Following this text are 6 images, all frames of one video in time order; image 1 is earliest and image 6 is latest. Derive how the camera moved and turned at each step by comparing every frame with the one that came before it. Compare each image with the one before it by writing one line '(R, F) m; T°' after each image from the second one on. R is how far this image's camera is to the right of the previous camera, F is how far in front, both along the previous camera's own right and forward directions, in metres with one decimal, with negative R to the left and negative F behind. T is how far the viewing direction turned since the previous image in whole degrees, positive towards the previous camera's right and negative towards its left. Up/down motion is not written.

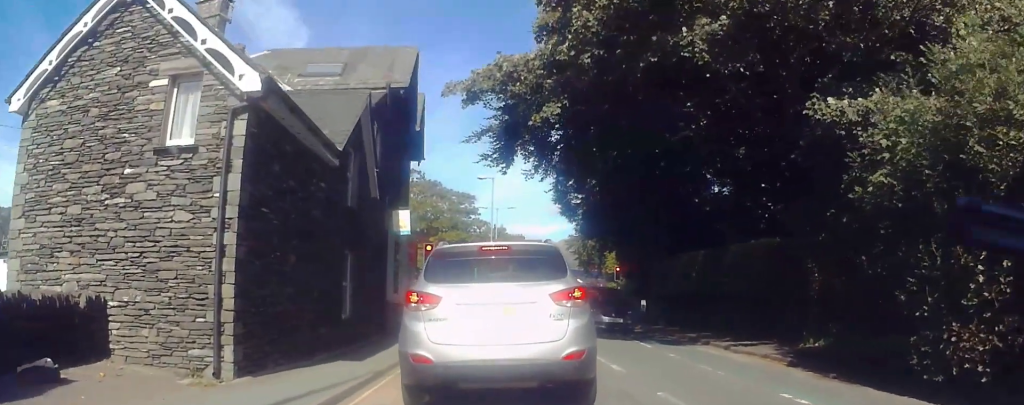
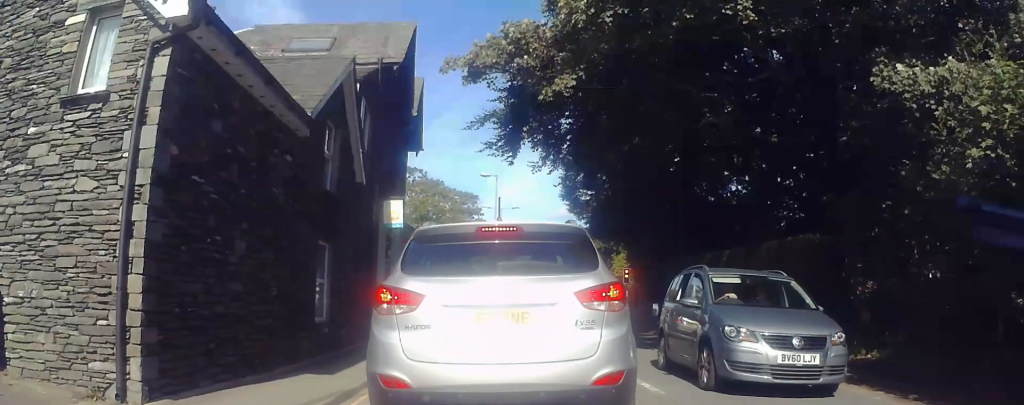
(0.0, +1.2) m; 0°
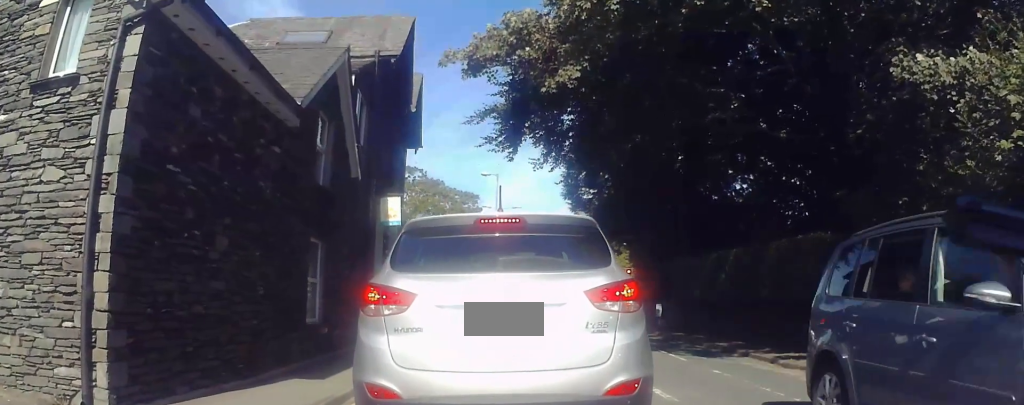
(0.0, +0.3) m; 0°
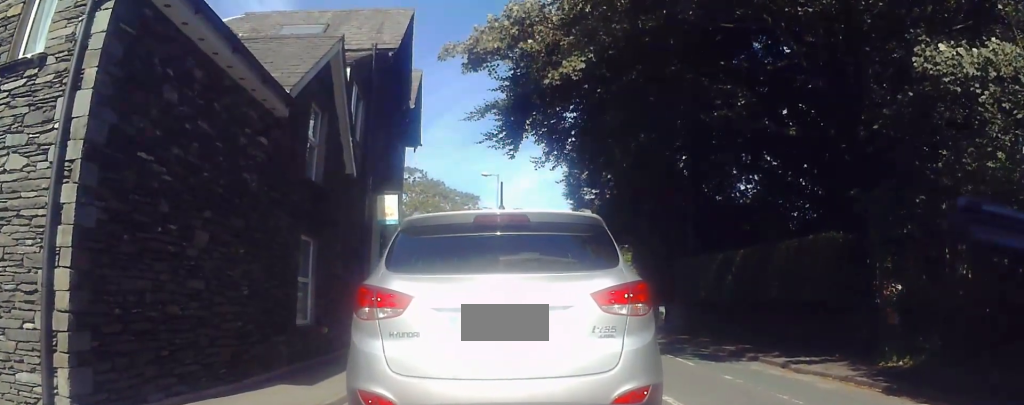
(0.0, +1.3) m; 0°
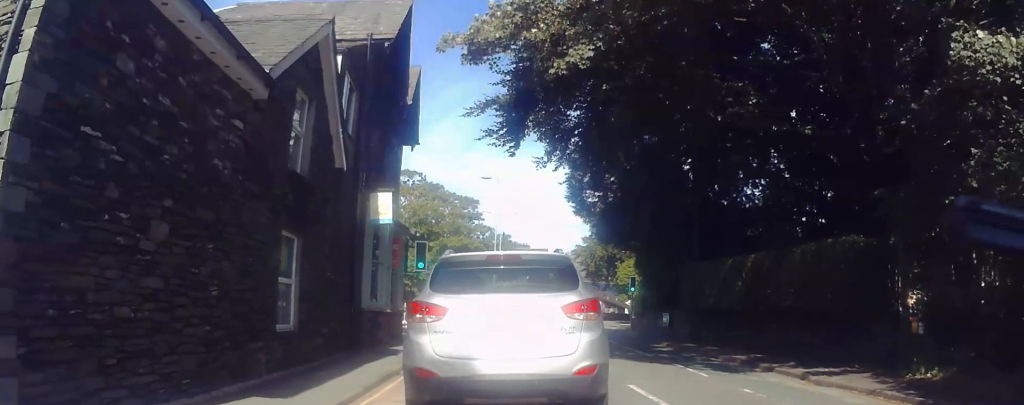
(0.0, +1.5) m; 0°
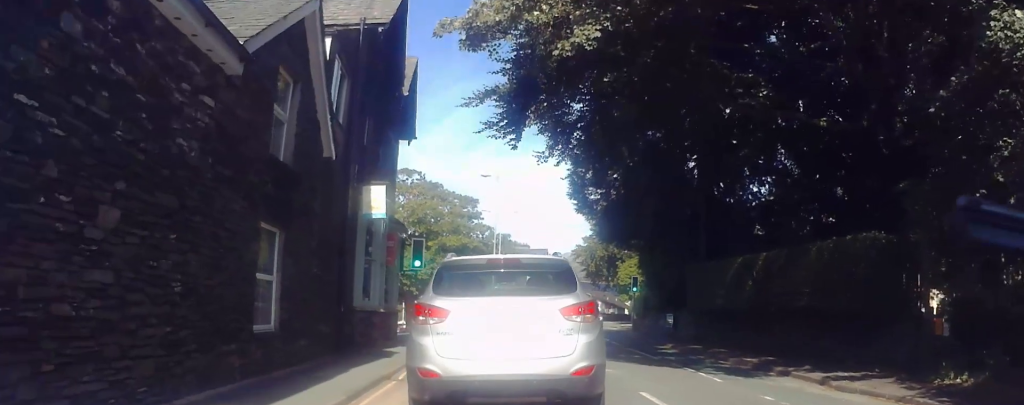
(0.0, +0.3) m; 0°
